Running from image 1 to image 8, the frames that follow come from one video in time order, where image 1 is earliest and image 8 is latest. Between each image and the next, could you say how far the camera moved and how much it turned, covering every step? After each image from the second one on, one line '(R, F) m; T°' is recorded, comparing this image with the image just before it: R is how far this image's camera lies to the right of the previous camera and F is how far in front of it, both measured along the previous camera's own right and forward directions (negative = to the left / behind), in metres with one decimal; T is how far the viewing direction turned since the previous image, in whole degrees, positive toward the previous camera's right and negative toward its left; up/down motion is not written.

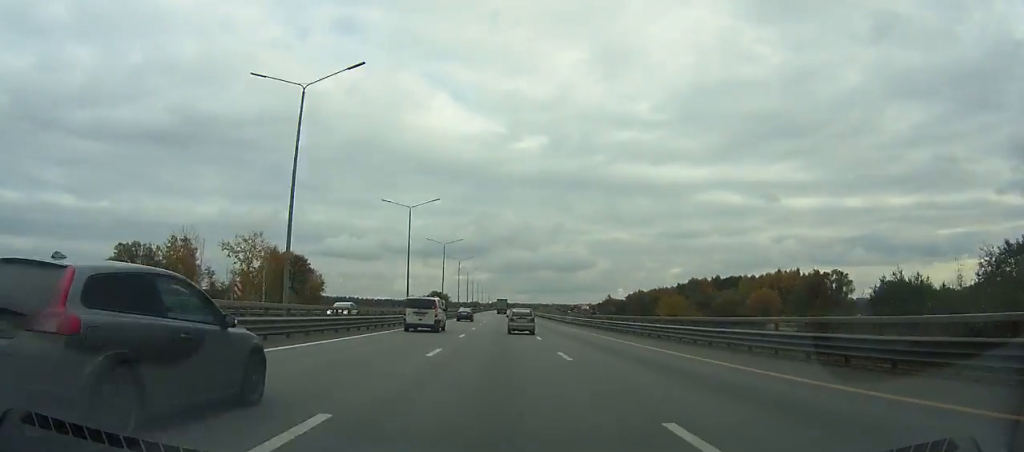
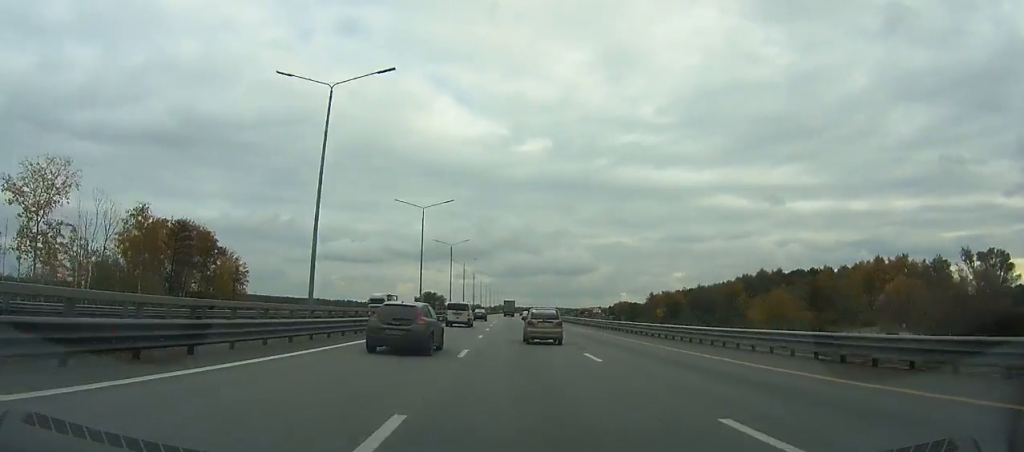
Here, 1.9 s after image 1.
(-0.1, +60.9) m; 0°
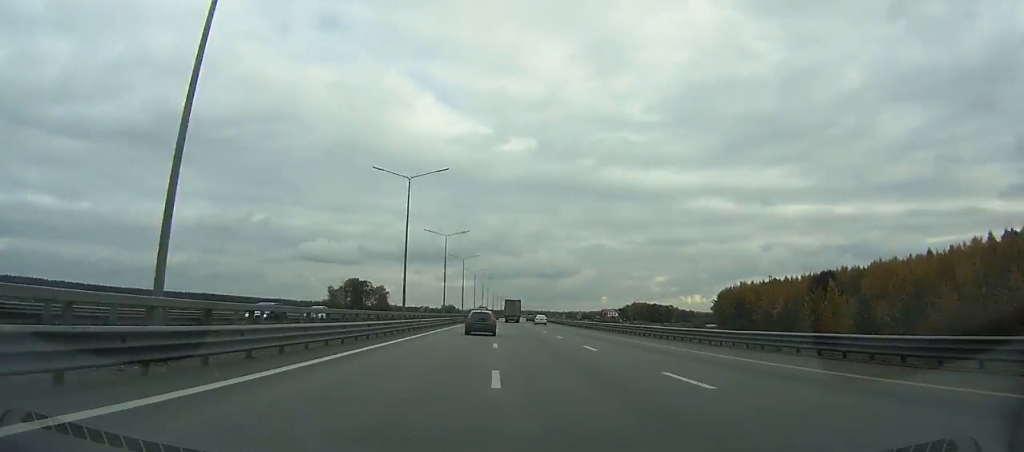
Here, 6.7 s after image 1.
(+1.6, +158.8) m; +2°
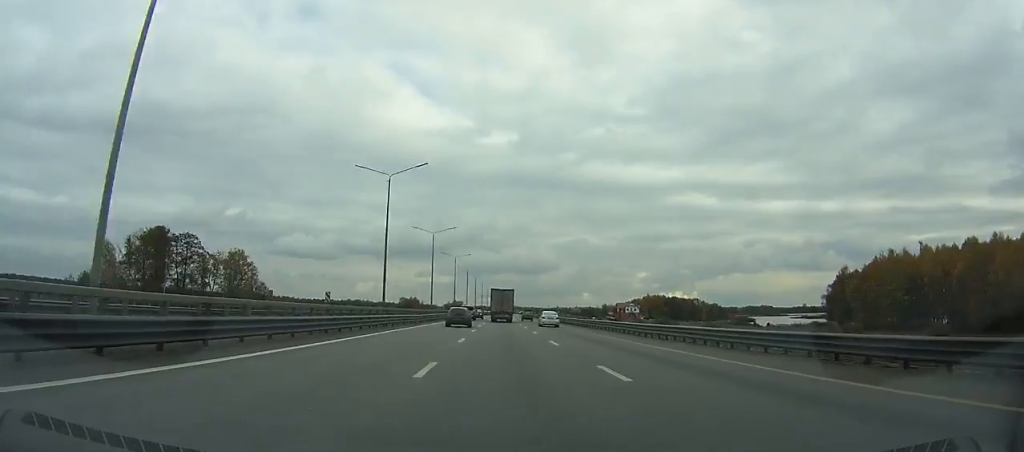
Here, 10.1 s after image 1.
(+2.1, +113.8) m; +2°
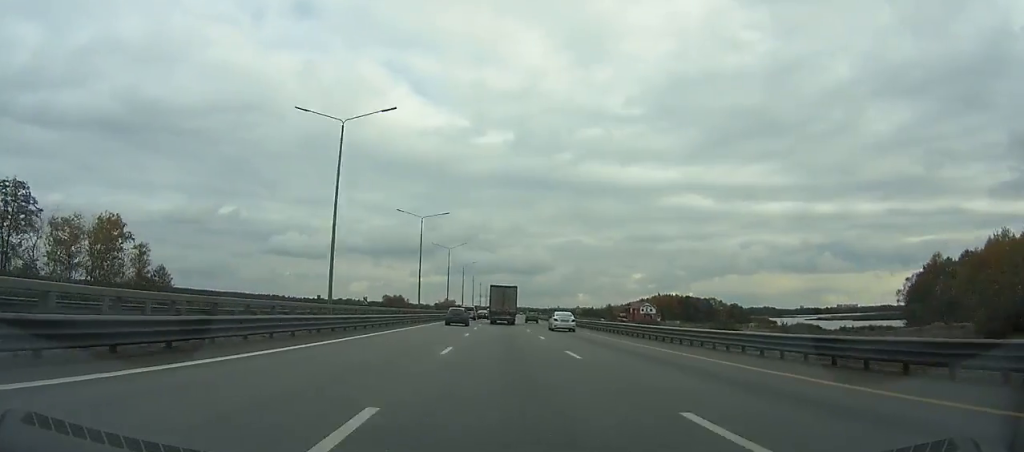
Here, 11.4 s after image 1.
(+0.3, +42.7) m; +1°
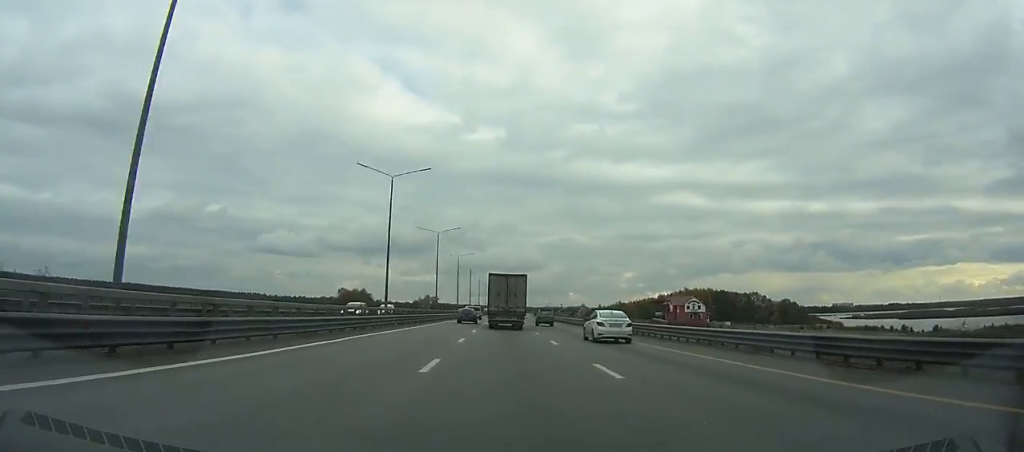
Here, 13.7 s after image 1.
(+0.4, +74.1) m; +1°
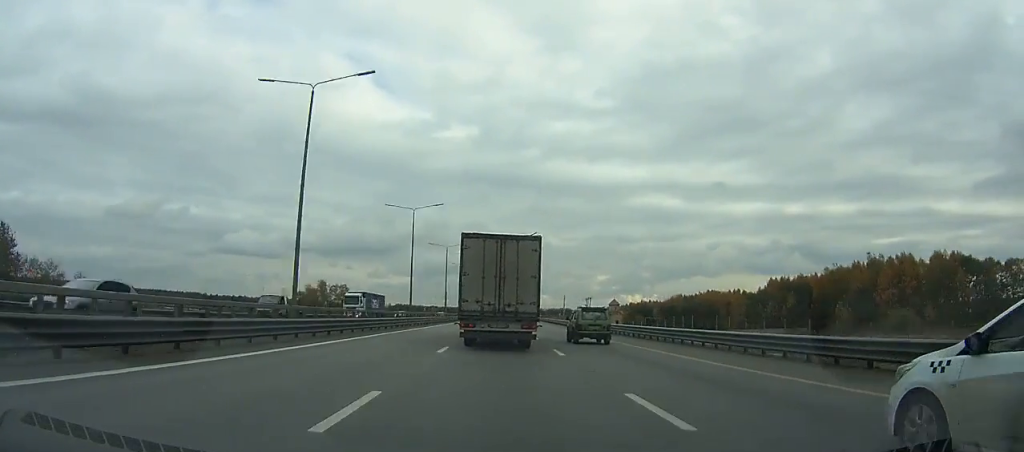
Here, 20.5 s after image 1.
(+3.9, +198.5) m; +2°
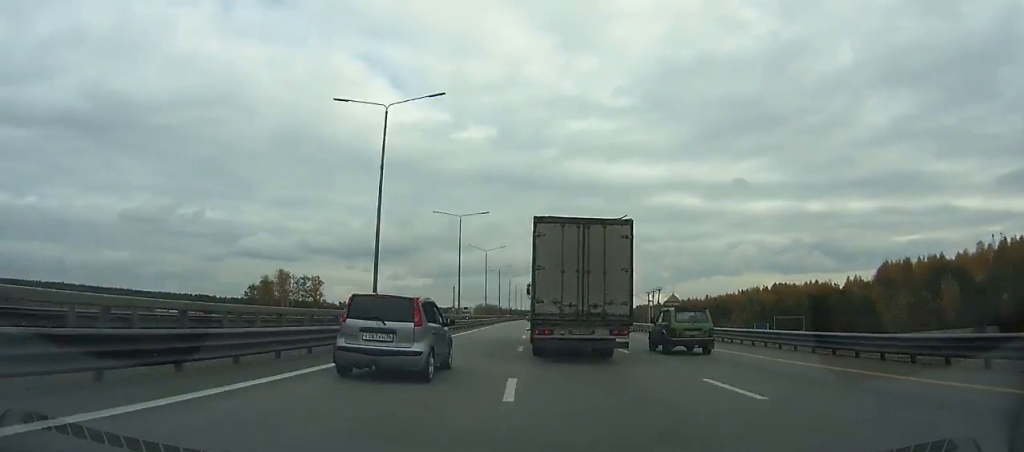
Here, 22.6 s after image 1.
(0.0, +58.0) m; 0°
